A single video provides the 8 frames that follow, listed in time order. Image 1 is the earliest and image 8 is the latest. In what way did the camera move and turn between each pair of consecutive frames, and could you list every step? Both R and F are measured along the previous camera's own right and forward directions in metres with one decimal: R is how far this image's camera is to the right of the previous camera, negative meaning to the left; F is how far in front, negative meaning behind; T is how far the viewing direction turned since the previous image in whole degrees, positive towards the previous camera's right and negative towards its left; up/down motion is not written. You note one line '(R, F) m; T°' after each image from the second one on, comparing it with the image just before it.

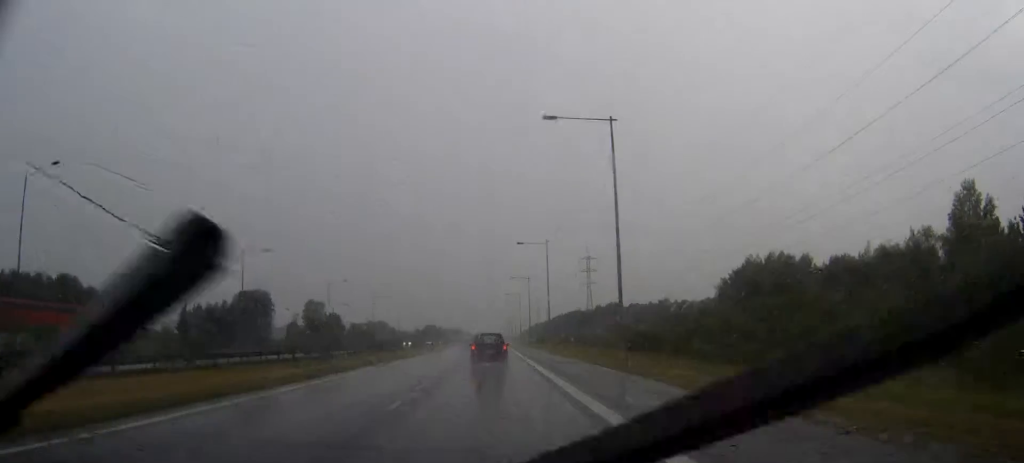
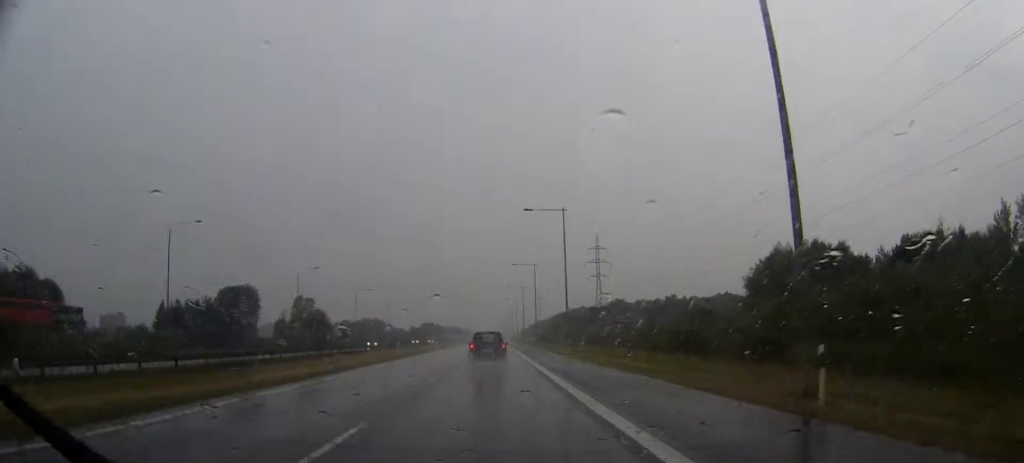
(0.0, +21.2) m; 0°
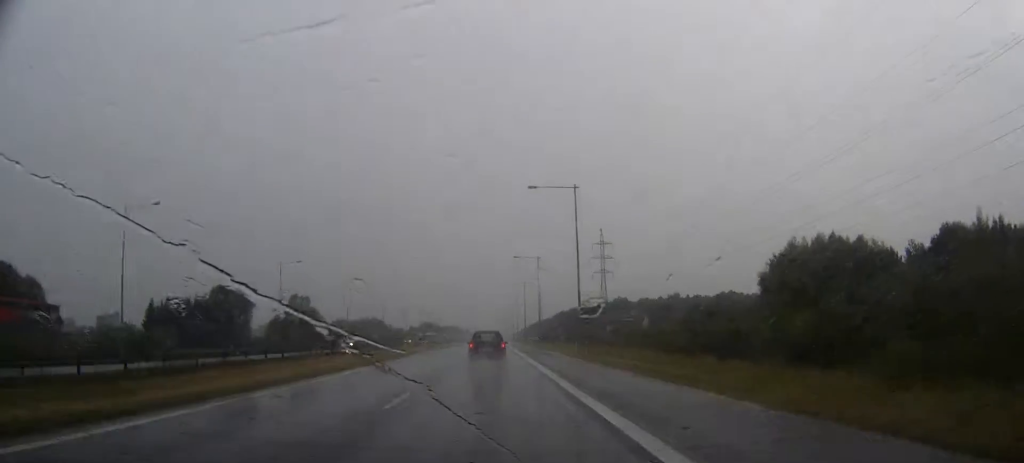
(0.0, +9.3) m; 0°
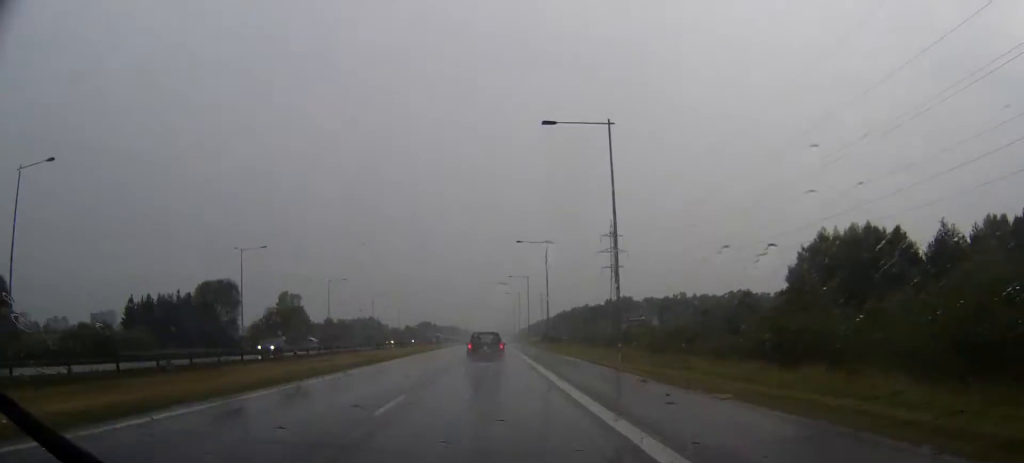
(0.0, +16.5) m; 0°
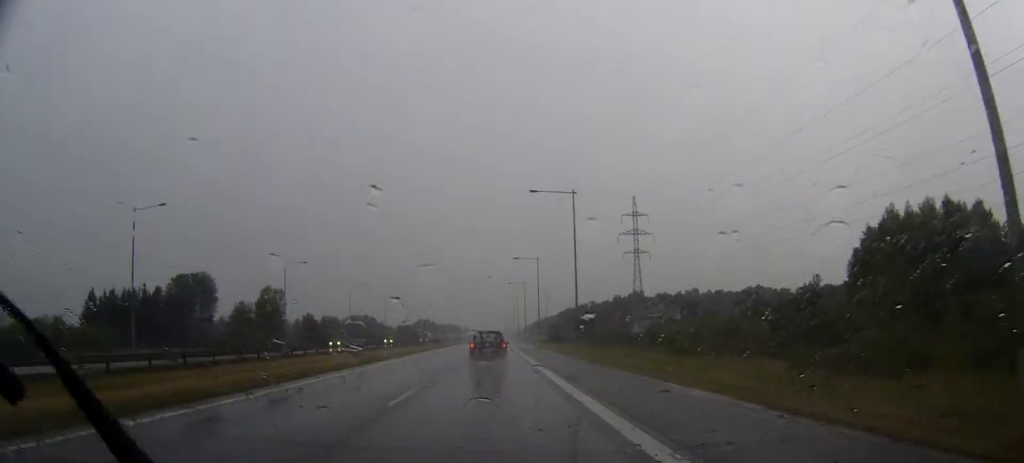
(+0.1, +28.8) m; 0°
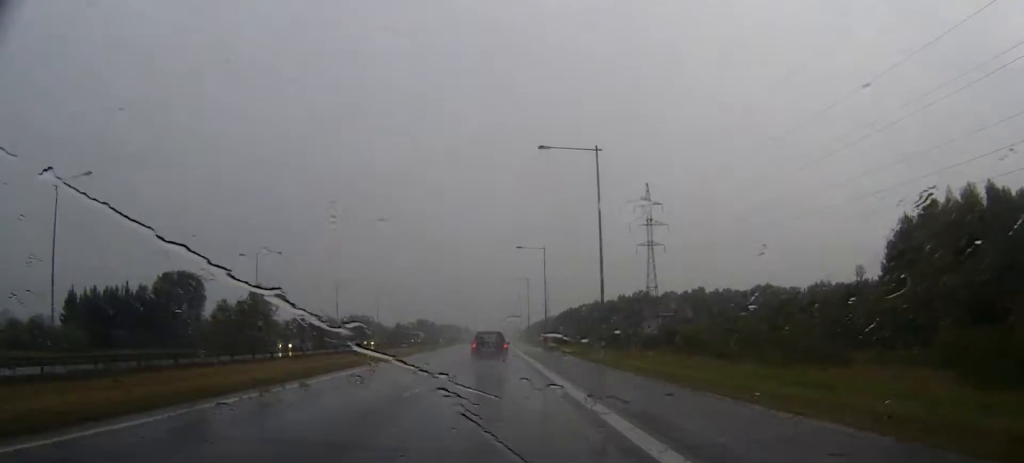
(0.0, +13.1) m; 0°
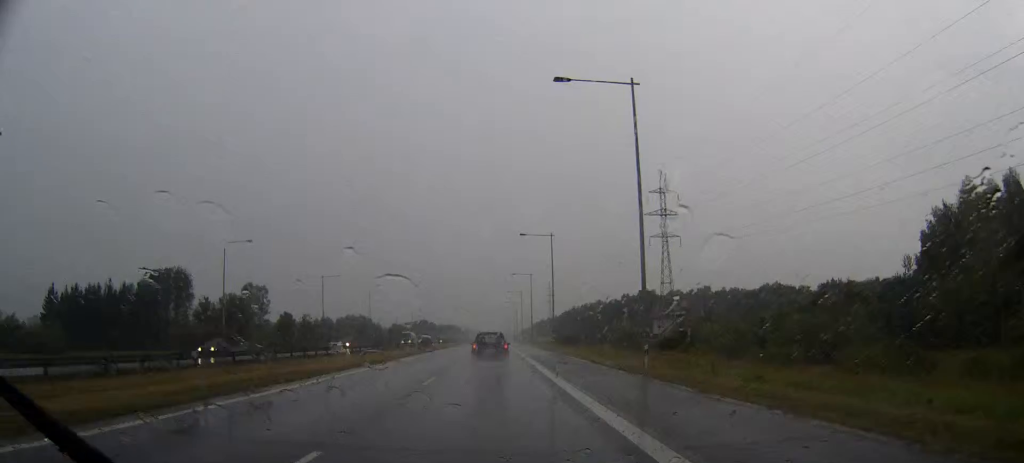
(0.0, +11.7) m; 0°
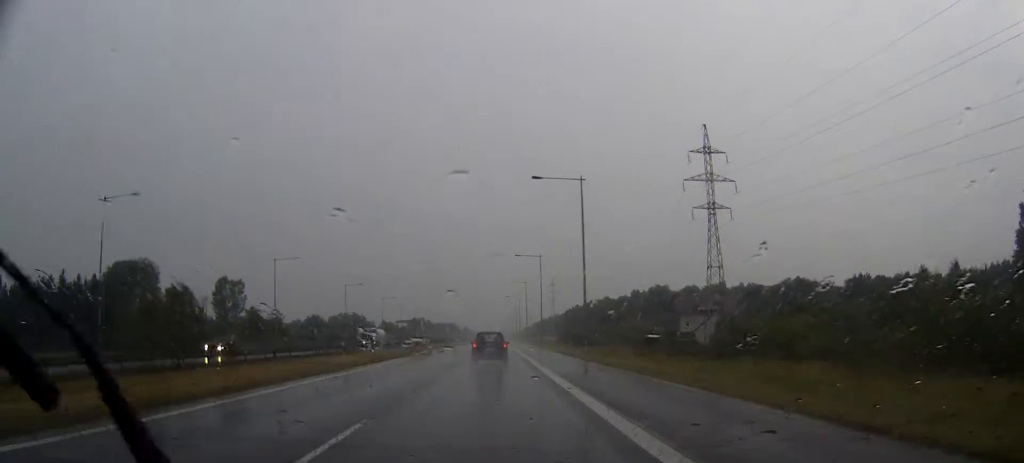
(-0.1, +27.8) m; 0°
